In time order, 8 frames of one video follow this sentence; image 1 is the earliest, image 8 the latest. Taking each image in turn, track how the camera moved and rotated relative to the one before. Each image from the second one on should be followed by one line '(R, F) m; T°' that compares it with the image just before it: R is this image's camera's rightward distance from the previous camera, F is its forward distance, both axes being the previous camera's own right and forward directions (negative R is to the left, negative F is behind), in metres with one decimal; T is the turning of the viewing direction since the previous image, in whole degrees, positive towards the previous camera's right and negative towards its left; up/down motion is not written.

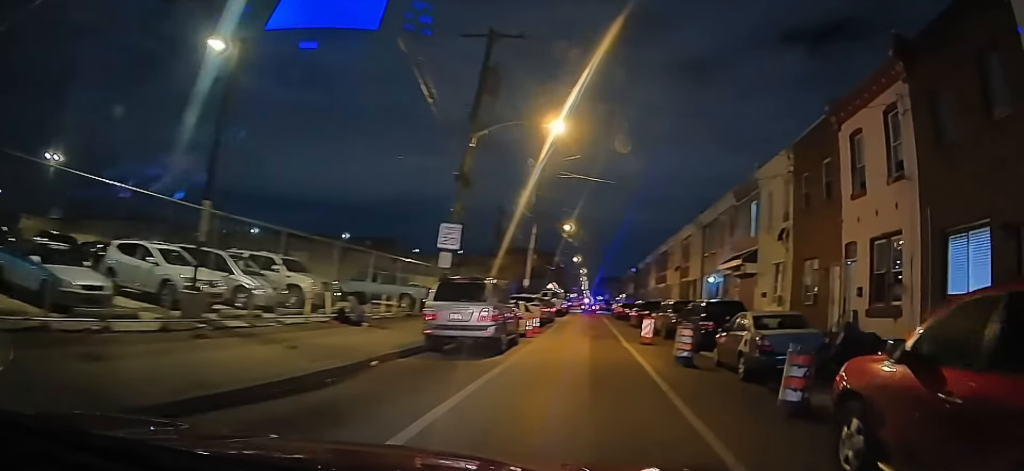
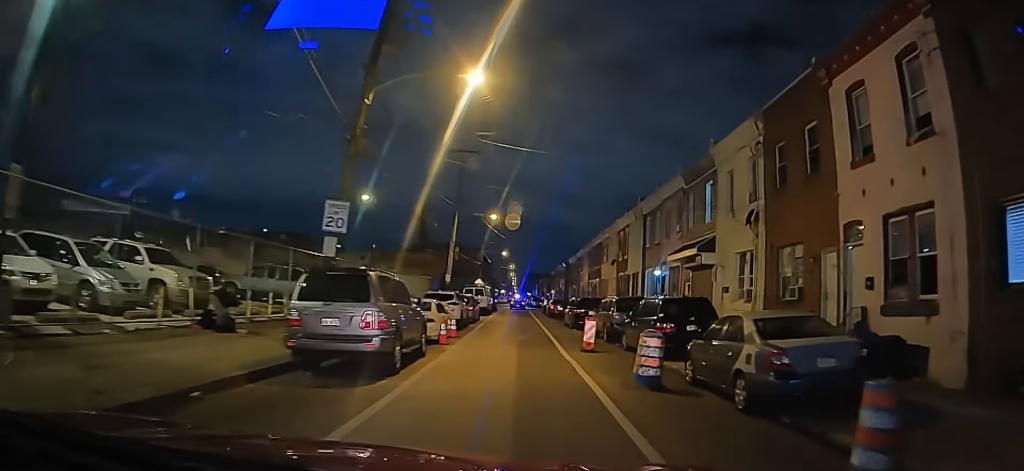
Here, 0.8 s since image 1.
(+0.5, +4.6) m; +9°
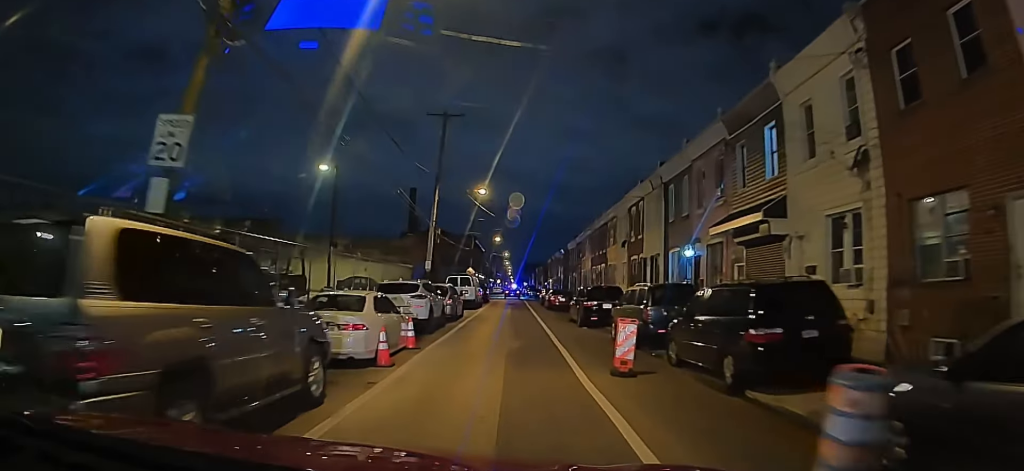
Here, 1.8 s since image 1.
(+0.4, +7.1) m; +4°
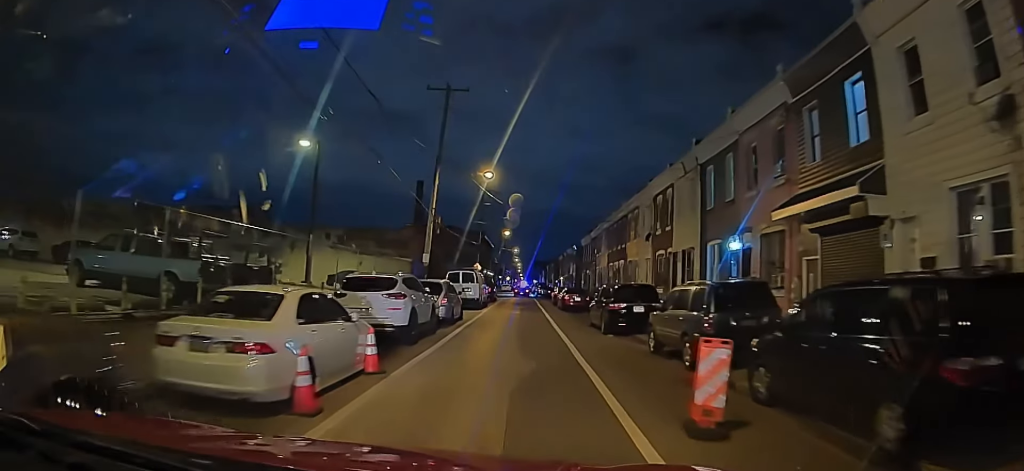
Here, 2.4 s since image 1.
(+0.2, +4.8) m; -1°
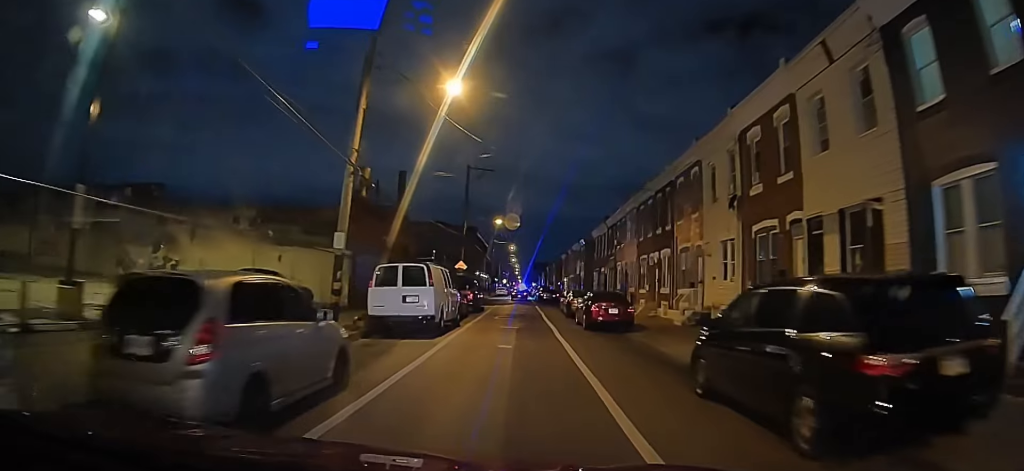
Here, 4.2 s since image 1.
(-0.8, +14.3) m; -3°
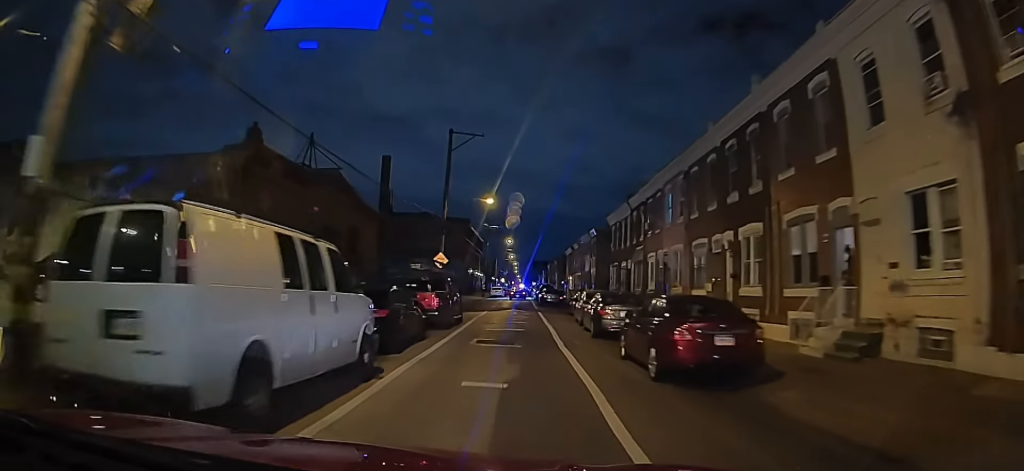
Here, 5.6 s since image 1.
(0.0, +11.4) m; +1°
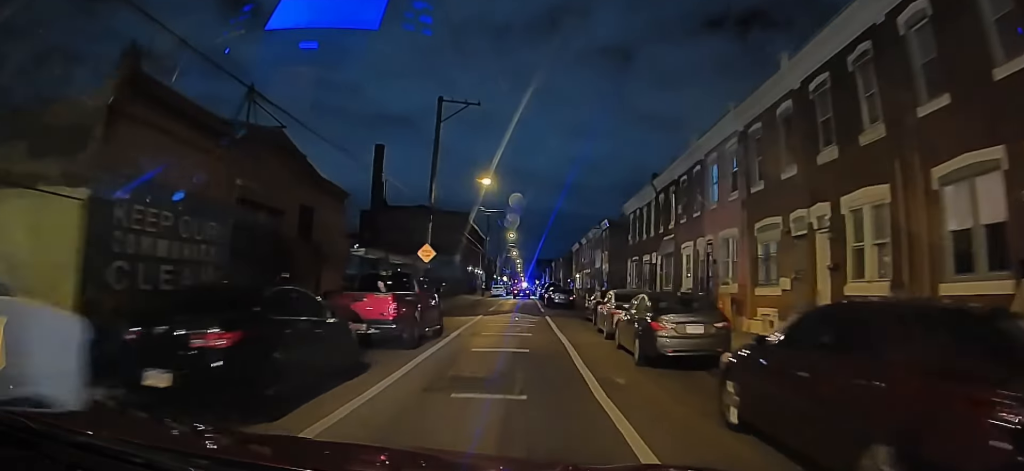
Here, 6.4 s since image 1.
(+0.1, +6.4) m; 0°
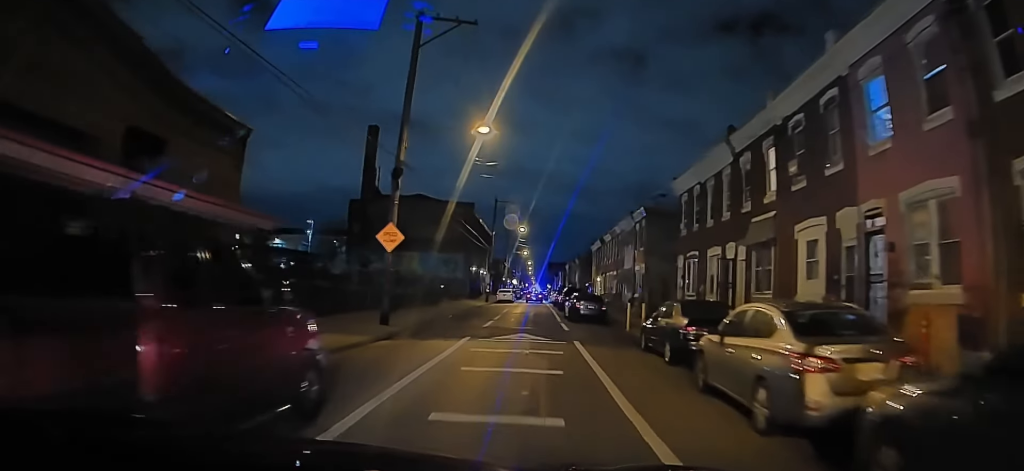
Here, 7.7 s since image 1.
(-0.2, +10.4) m; -1°
